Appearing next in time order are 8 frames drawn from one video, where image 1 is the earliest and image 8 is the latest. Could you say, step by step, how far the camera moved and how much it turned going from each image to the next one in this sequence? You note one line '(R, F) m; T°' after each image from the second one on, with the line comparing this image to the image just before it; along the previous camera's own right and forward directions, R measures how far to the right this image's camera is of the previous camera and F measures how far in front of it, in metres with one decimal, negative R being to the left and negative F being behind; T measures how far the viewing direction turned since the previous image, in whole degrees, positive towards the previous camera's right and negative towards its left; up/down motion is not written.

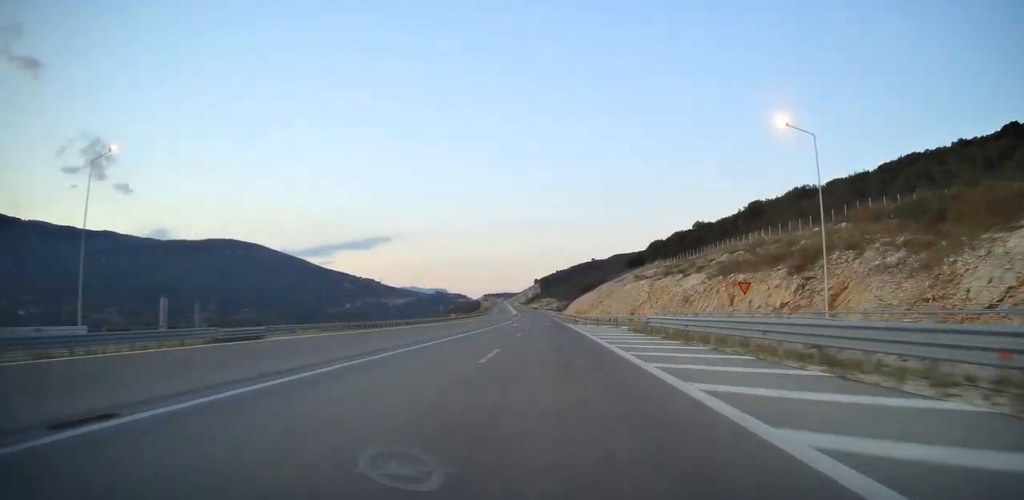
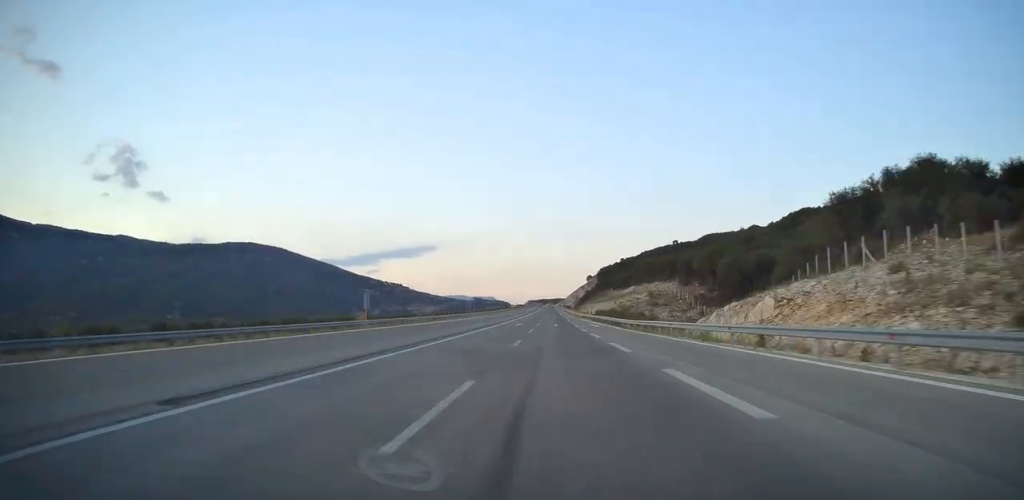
(-9.7, +301.5) m; -3°
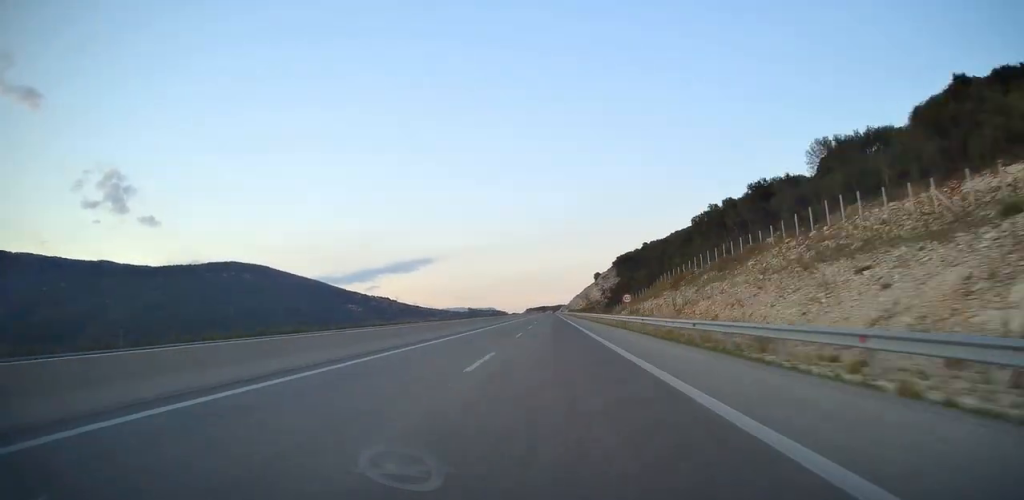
(-1.1, +153.1) m; 0°
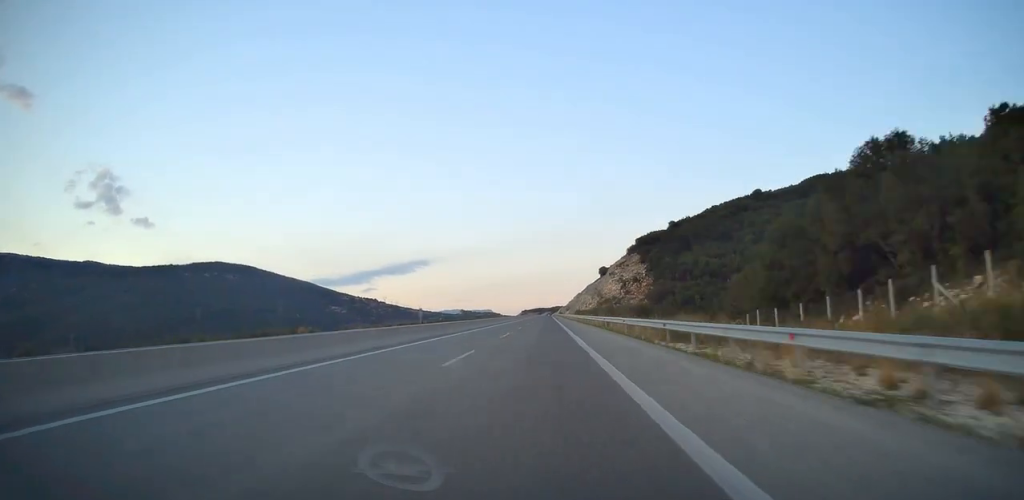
(-0.1, +106.5) m; 0°
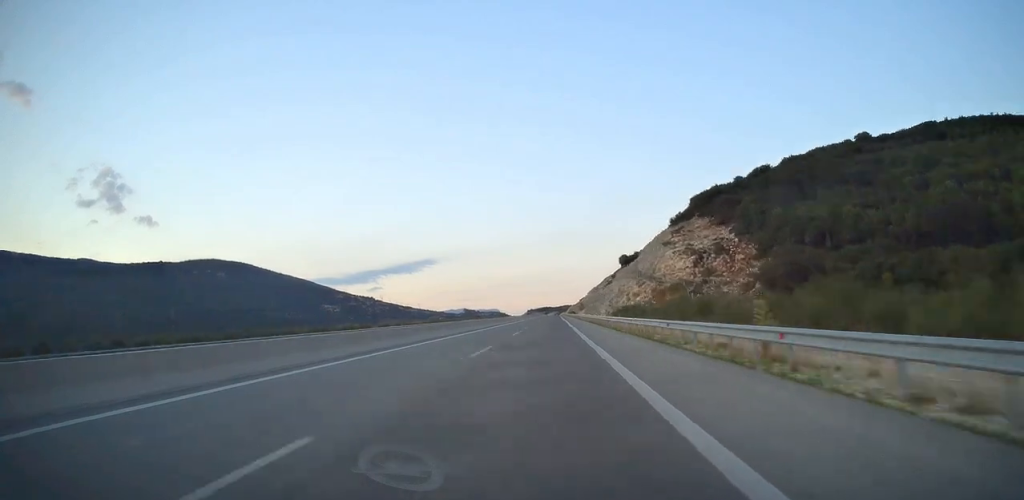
(-0.3, +104.1) m; 0°
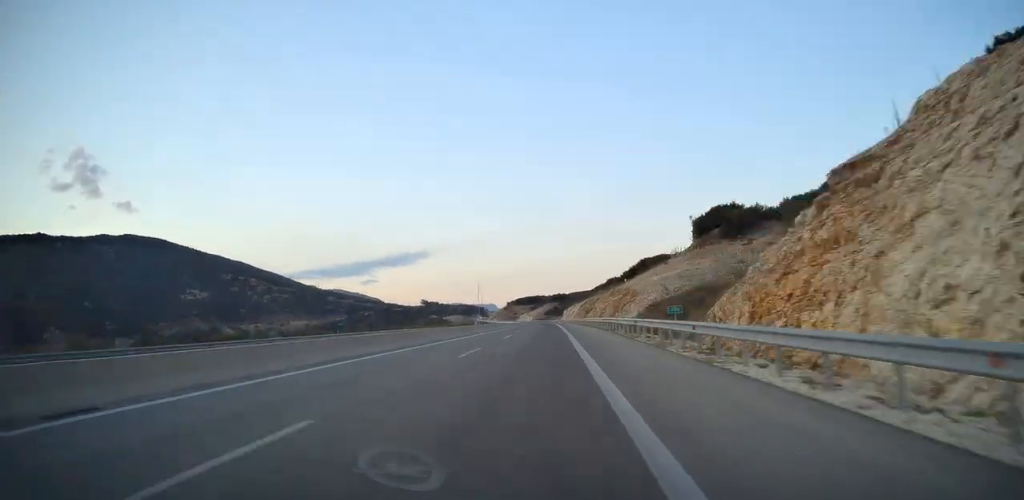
(-1.0, +594.4) m; -2°
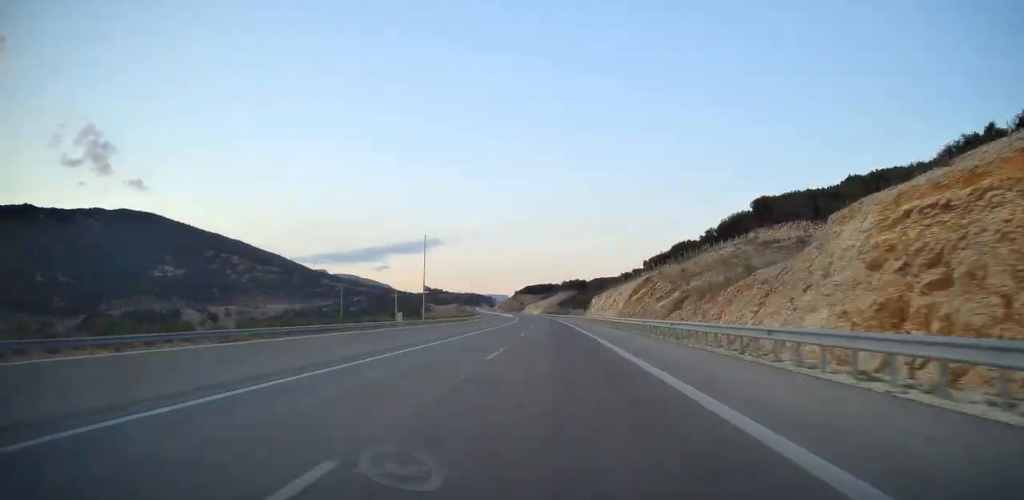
(-1.2, +111.3) m; -2°
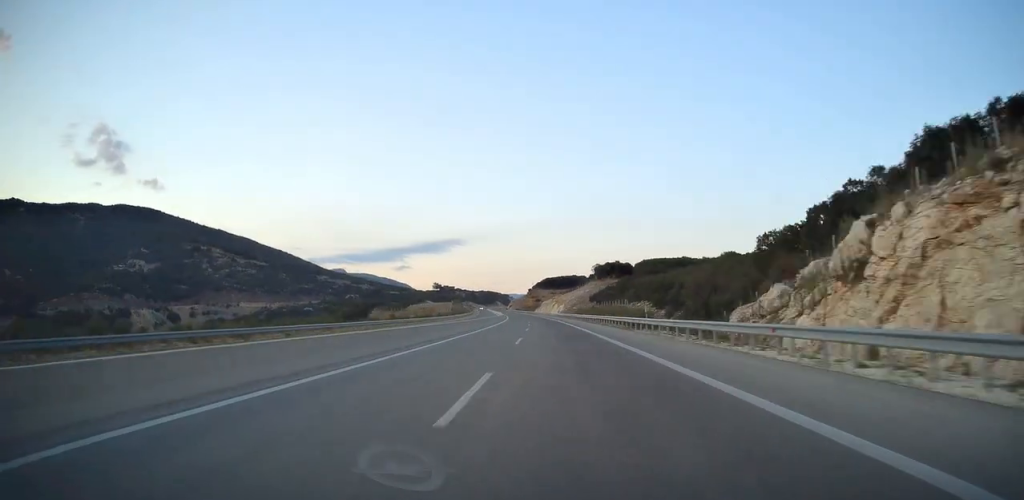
(-1.1, +118.9) m; -2°
